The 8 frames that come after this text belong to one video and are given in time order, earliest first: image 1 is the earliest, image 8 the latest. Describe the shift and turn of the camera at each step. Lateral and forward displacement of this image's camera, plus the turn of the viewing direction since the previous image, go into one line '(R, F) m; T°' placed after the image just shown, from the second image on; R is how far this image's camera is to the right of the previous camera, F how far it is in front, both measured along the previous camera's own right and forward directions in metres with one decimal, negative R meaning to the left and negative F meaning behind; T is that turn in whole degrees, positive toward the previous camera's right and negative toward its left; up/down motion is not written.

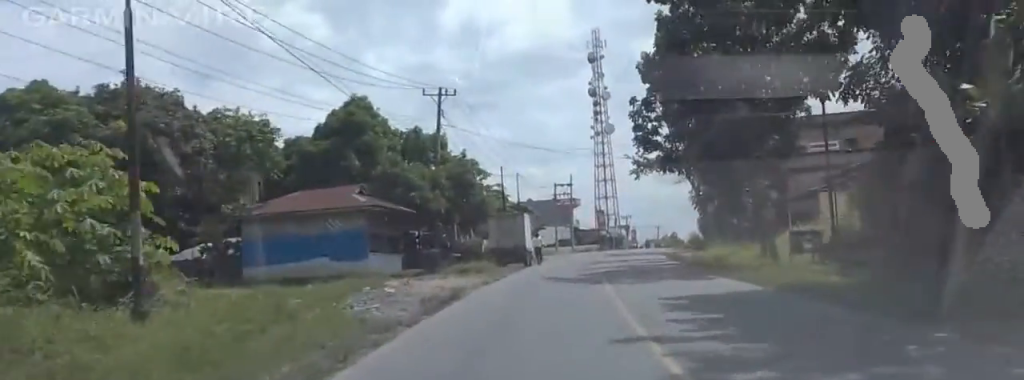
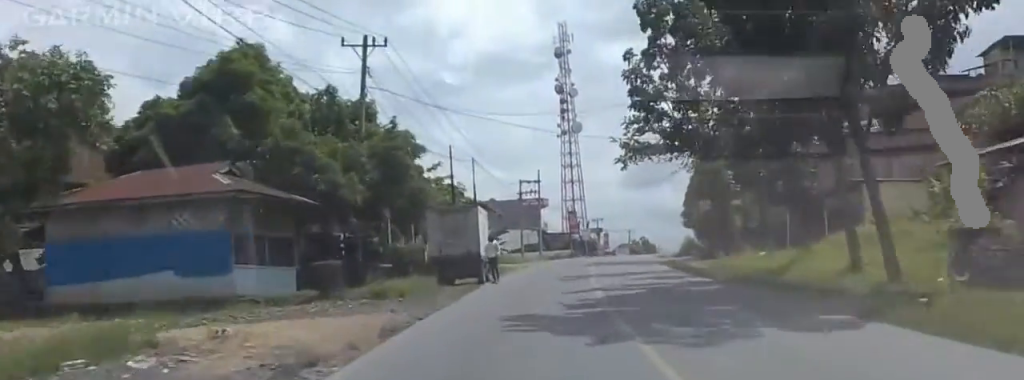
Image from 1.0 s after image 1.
(-0.3, +13.9) m; 0°
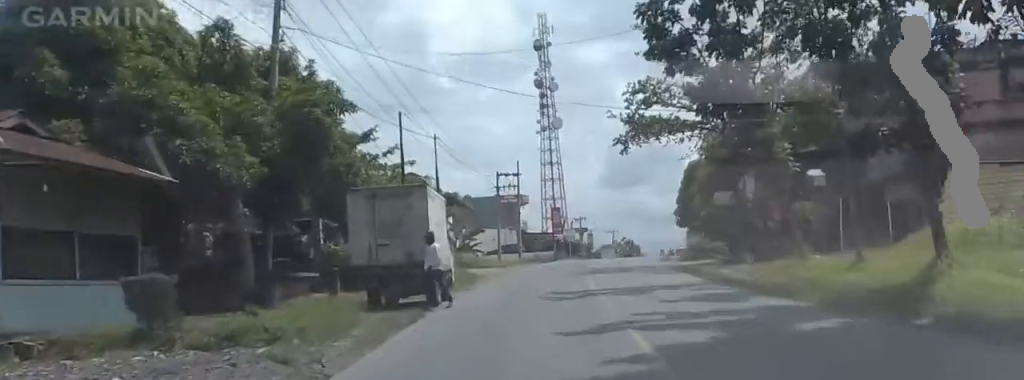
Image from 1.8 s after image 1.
(+0.2, +10.5) m; +1°
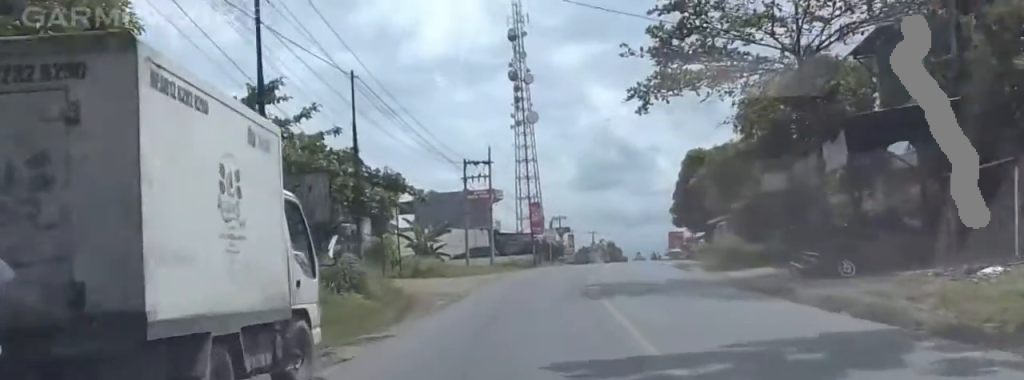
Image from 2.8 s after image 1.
(+0.1, +14.4) m; 0°
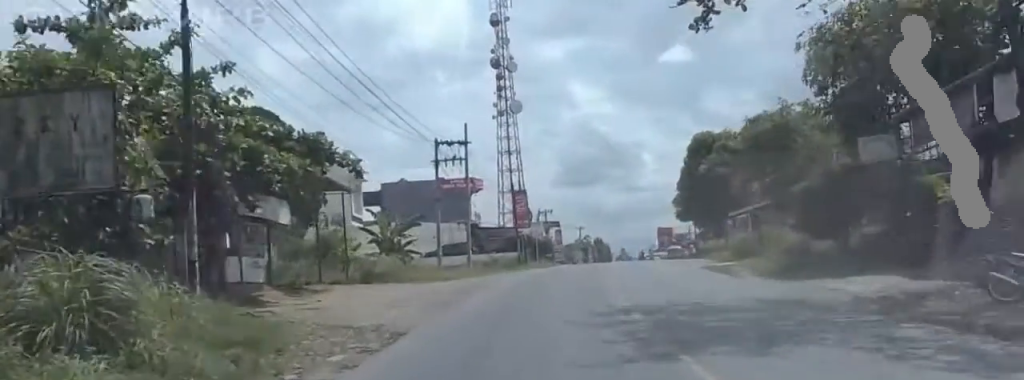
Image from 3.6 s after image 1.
(-0.1, +11.8) m; -1°
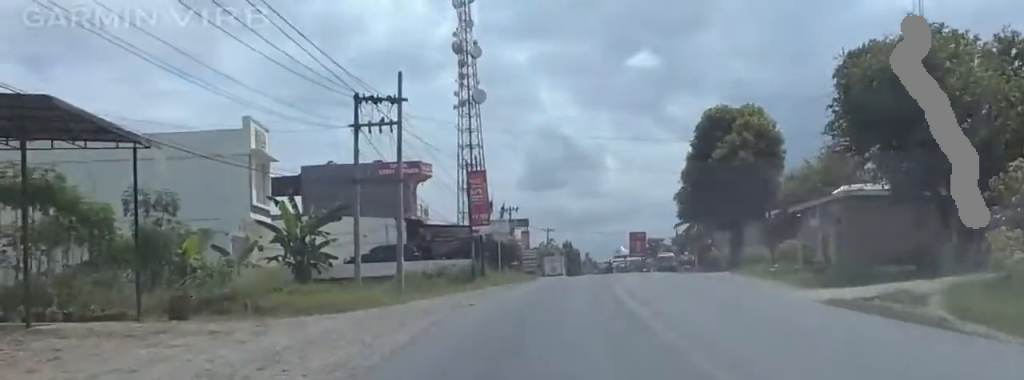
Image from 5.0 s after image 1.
(-0.1, +19.1) m; 0°
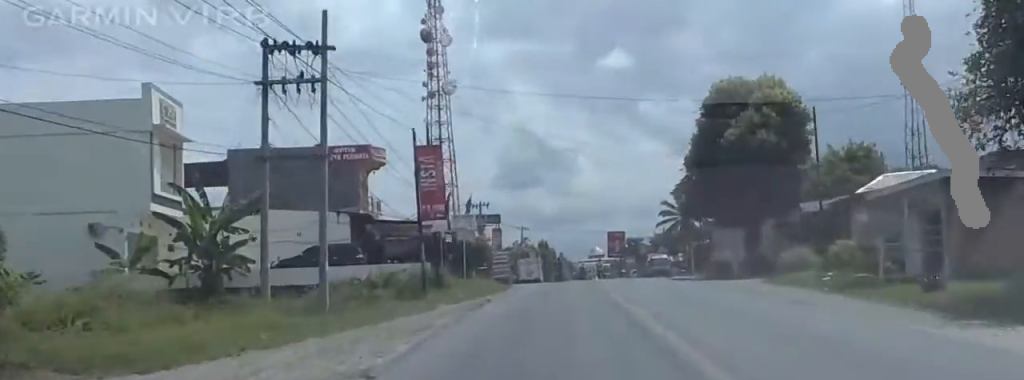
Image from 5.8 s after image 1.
(0.0, +11.1) m; +1°
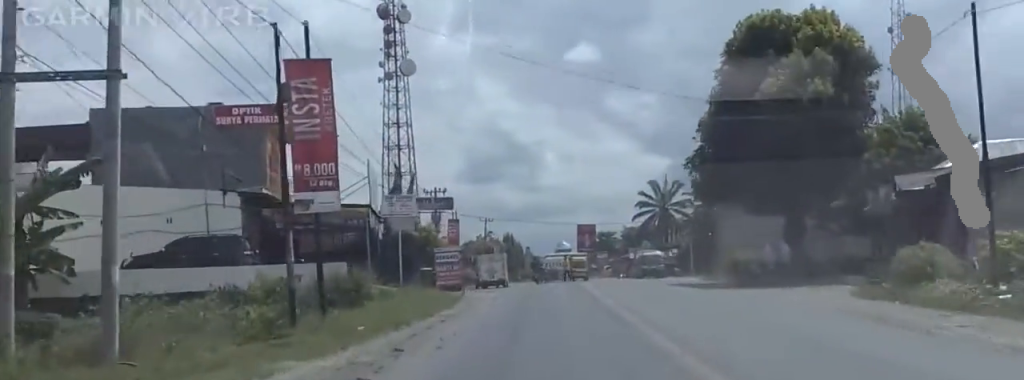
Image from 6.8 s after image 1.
(+0.1, +13.9) m; 0°
